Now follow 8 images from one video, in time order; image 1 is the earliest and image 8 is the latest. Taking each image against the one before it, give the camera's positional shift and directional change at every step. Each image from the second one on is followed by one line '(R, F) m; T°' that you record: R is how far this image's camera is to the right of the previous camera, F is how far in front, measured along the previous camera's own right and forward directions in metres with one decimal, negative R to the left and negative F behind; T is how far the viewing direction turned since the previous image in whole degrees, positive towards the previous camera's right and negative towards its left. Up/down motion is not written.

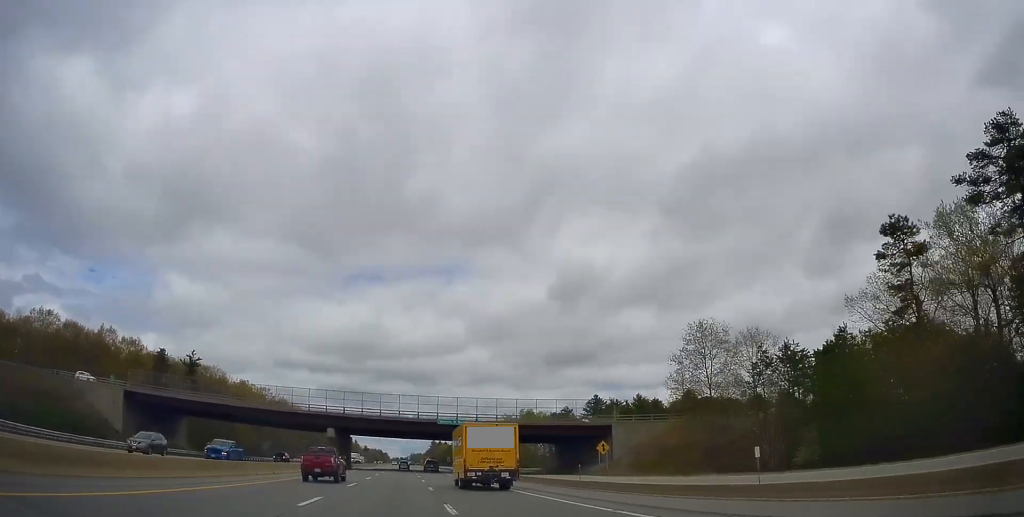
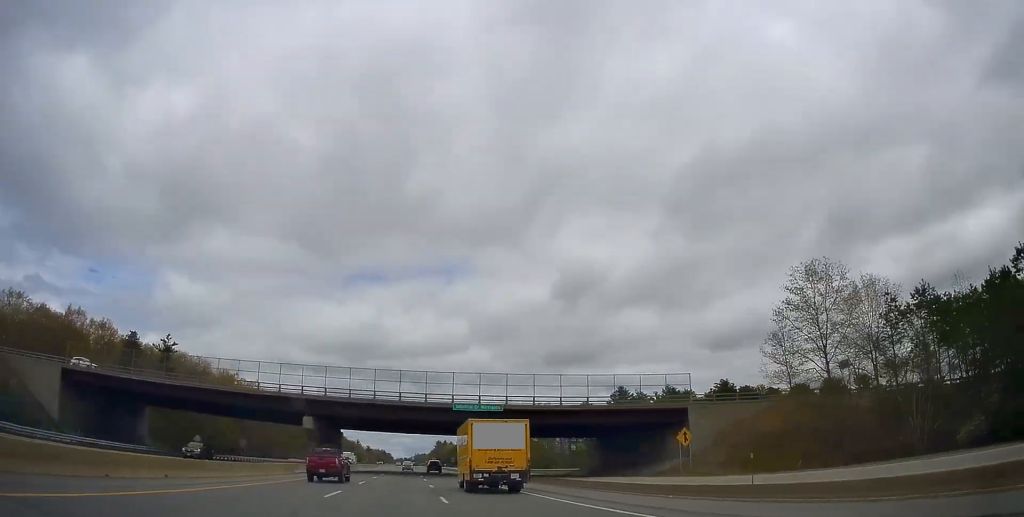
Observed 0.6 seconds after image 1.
(-0.4, +20.1) m; 0°
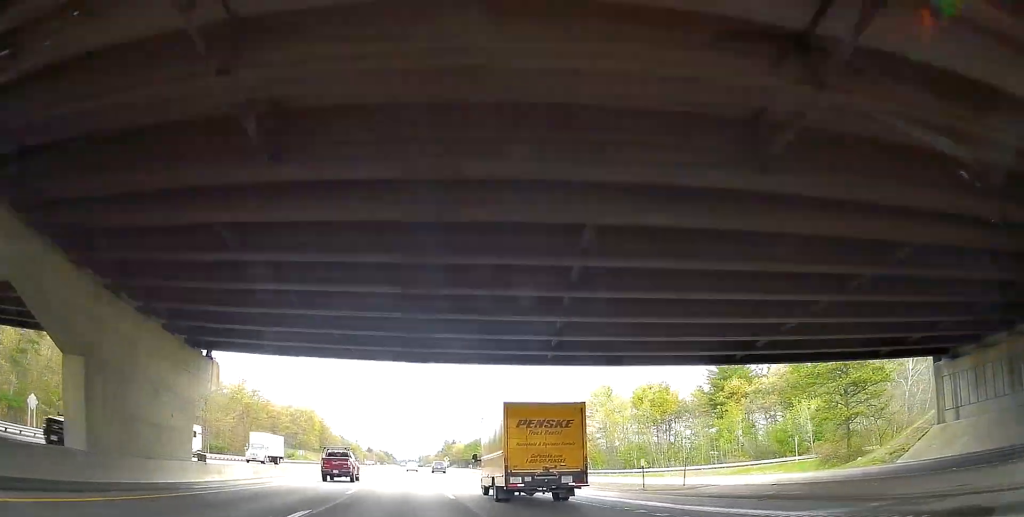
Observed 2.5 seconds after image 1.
(+0.6, +58.2) m; +1°
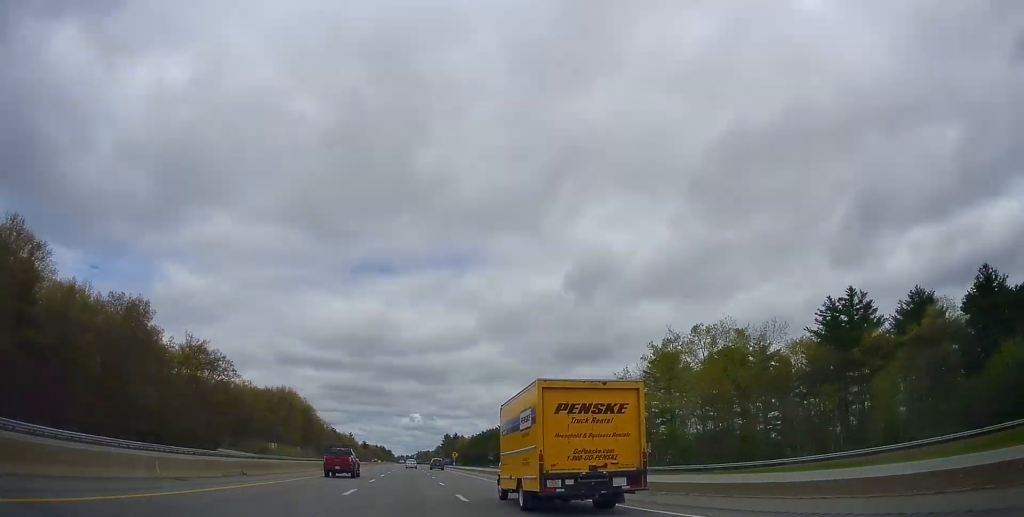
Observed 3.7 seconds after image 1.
(-0.5, +38.9) m; 0°
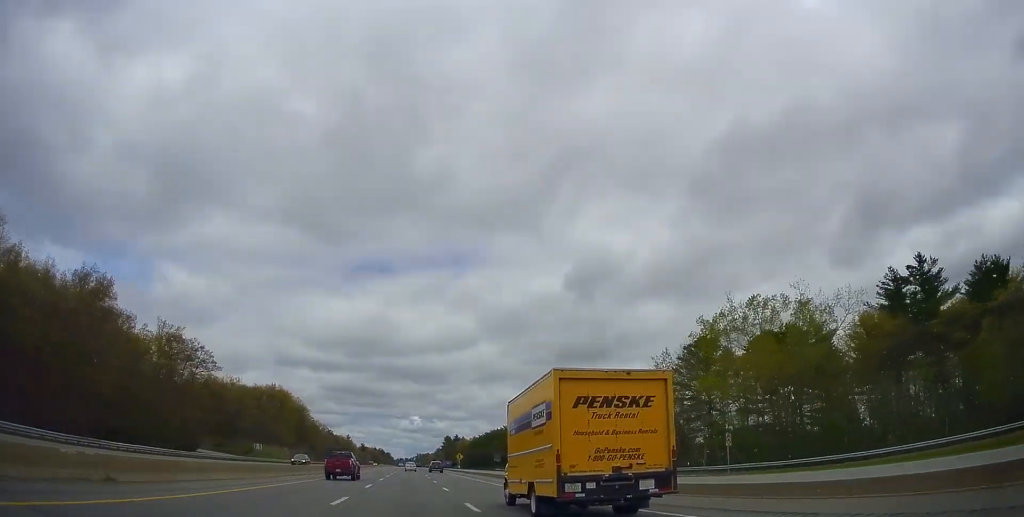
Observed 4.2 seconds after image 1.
(0.0, +15.2) m; +1°
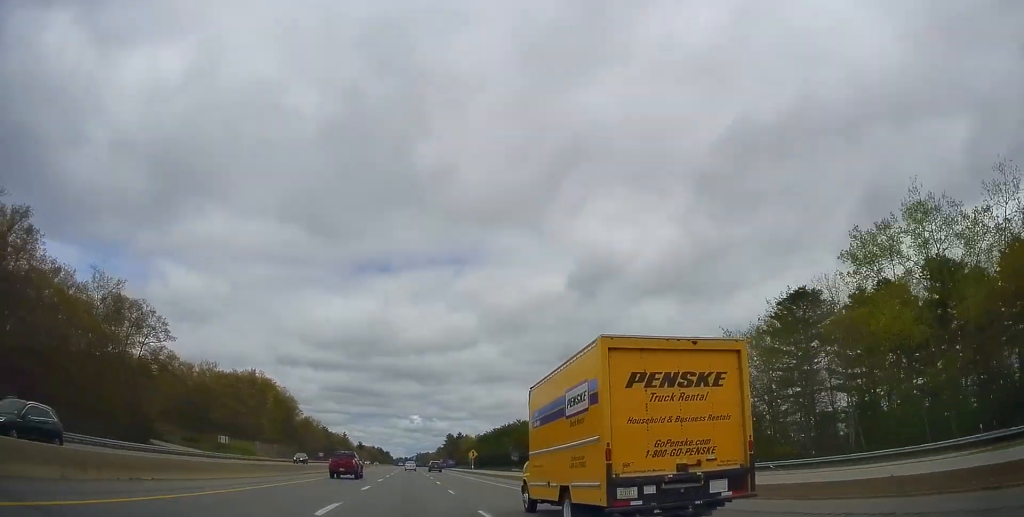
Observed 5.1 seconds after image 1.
(+0.4, +27.2) m; -1°
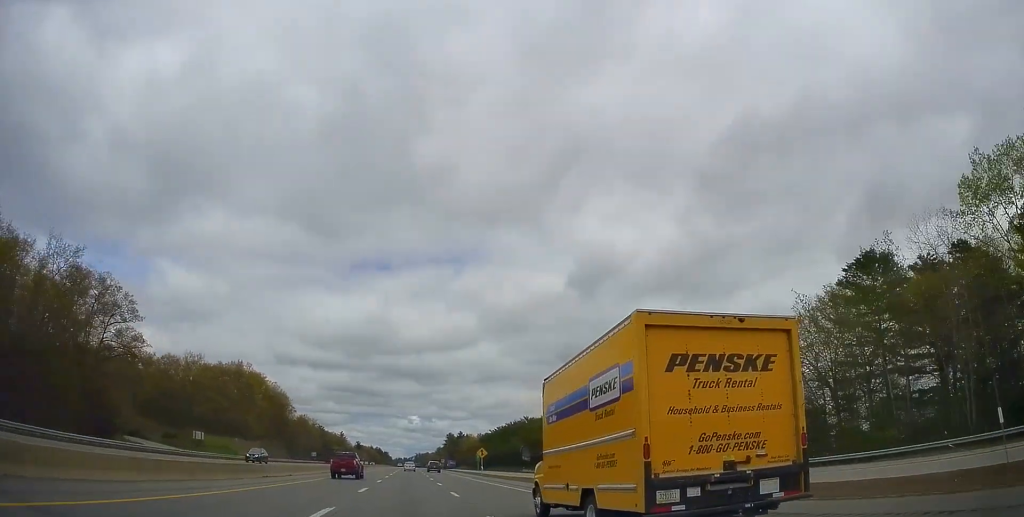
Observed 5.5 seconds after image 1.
(-0.1, +13.6) m; 0°
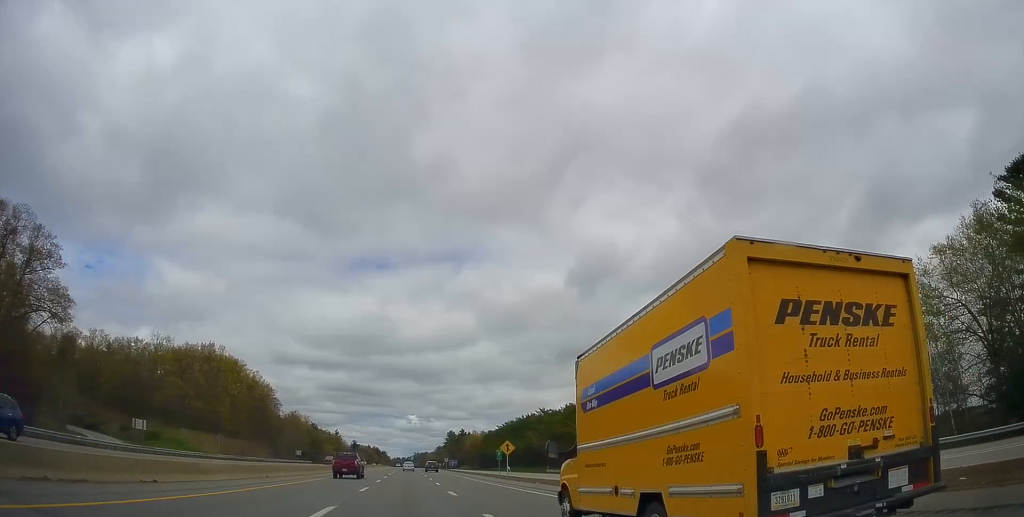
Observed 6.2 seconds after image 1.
(-0.5, +23.6) m; 0°
